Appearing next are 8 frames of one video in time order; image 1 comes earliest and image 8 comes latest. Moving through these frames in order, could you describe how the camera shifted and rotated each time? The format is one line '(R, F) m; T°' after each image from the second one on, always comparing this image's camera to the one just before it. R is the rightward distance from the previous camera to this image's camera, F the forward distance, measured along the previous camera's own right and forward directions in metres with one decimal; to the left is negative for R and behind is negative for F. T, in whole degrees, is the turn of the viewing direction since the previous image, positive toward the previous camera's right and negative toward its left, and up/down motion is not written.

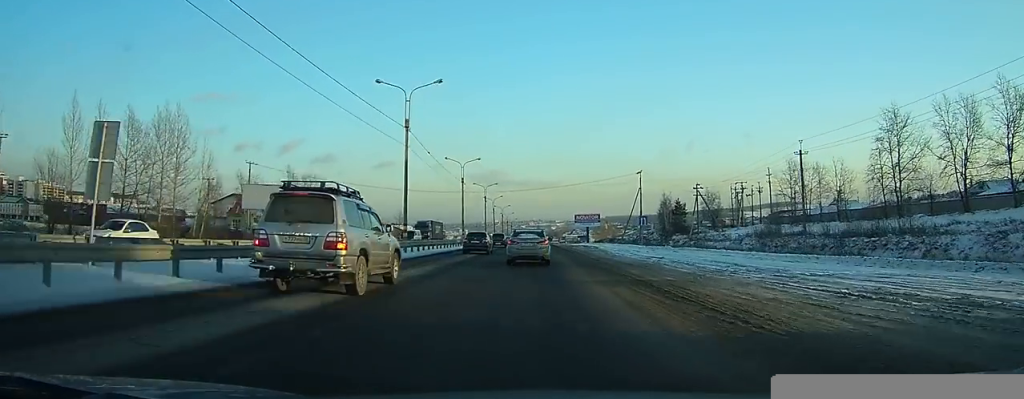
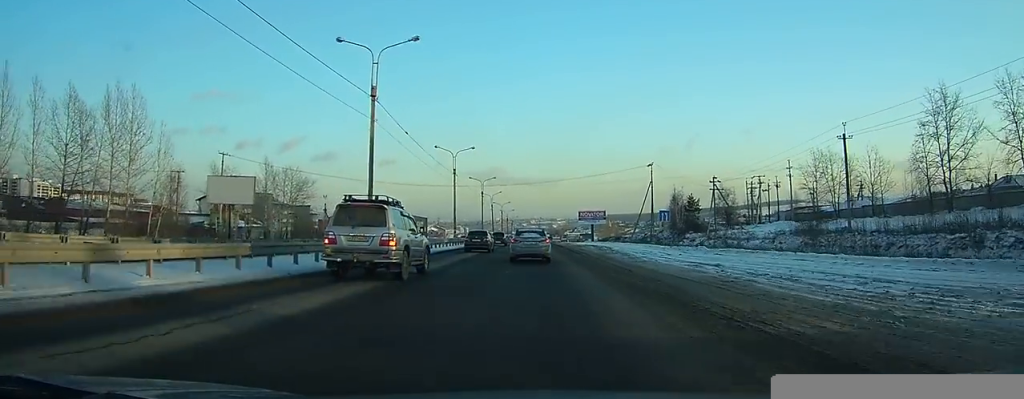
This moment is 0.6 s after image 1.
(0.0, +8.6) m; 0°
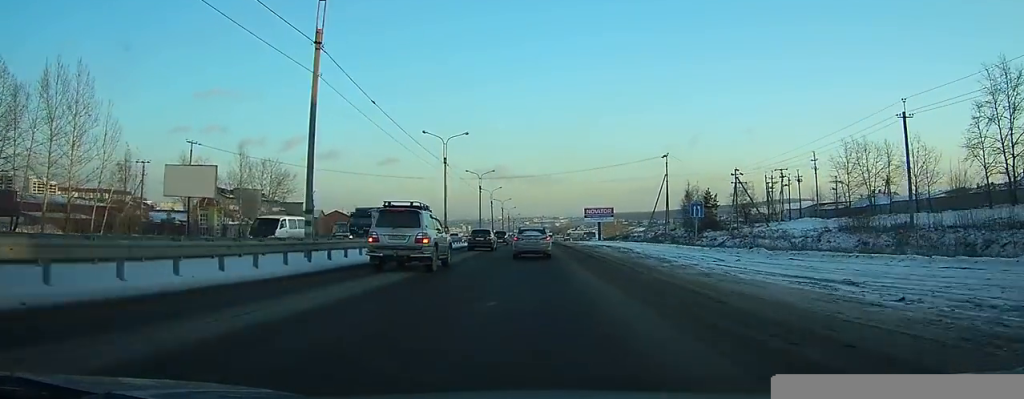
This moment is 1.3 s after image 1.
(+0.1, +8.8) m; 0°
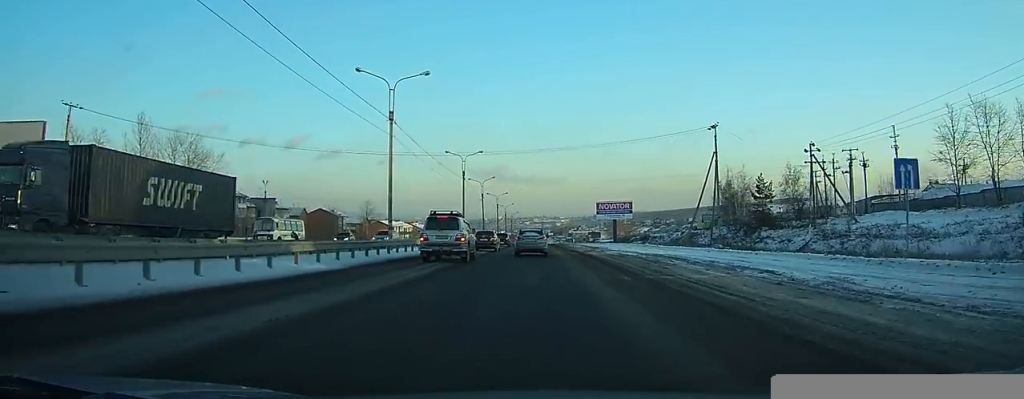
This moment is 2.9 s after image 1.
(-0.1, +23.0) m; 0°
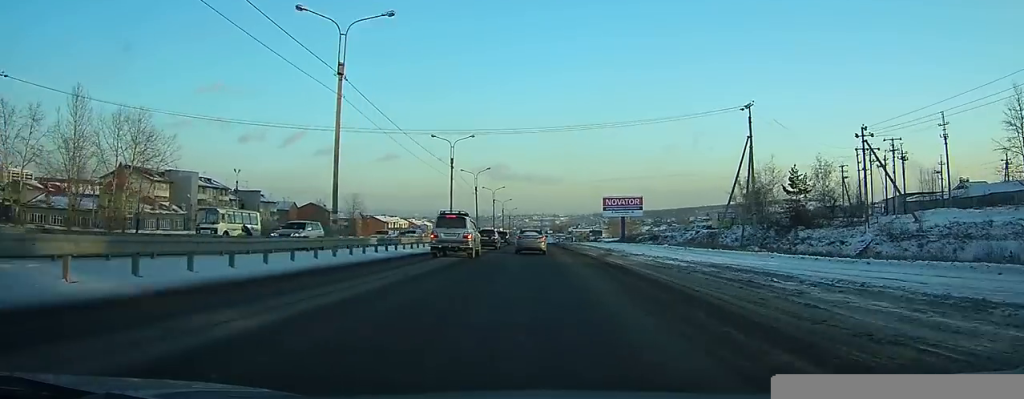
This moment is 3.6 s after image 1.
(0.0, +10.2) m; 0°
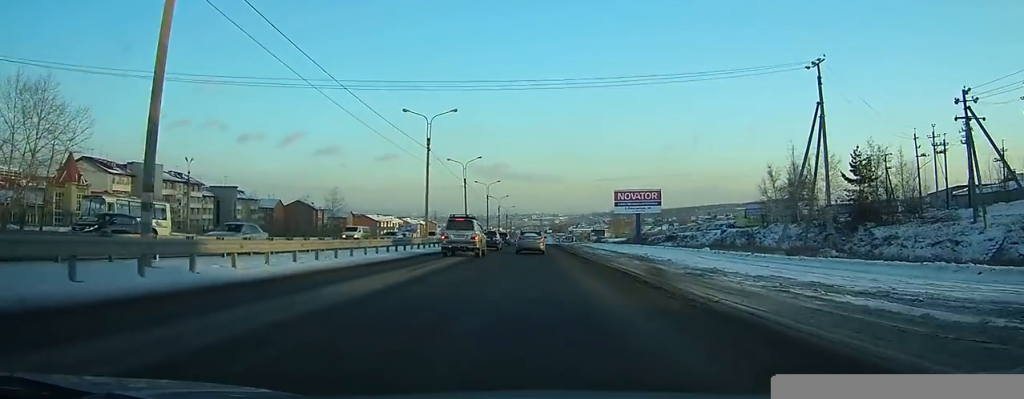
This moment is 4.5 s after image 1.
(0.0, +13.8) m; +1°
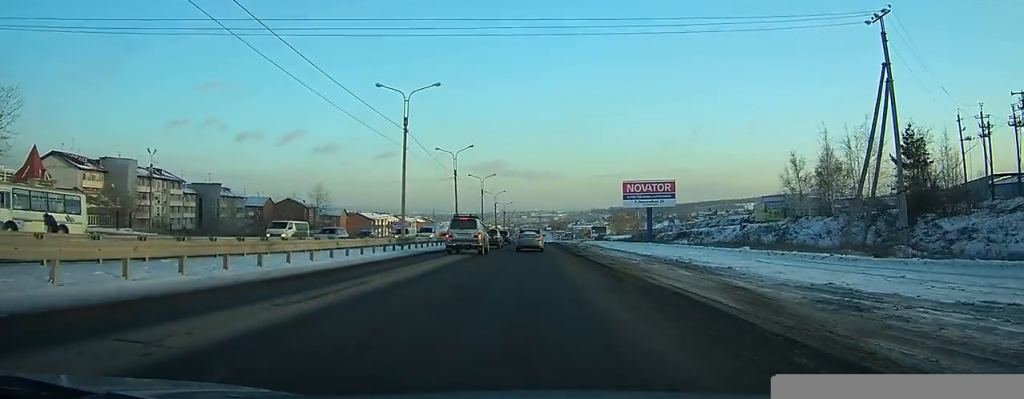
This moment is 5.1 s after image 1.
(+0.1, +8.4) m; 0°
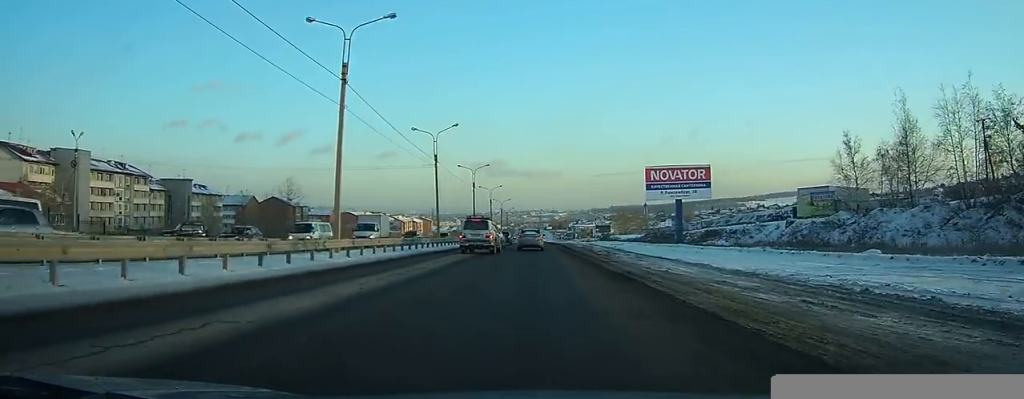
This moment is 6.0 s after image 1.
(0.0, +14.0) m; 0°
